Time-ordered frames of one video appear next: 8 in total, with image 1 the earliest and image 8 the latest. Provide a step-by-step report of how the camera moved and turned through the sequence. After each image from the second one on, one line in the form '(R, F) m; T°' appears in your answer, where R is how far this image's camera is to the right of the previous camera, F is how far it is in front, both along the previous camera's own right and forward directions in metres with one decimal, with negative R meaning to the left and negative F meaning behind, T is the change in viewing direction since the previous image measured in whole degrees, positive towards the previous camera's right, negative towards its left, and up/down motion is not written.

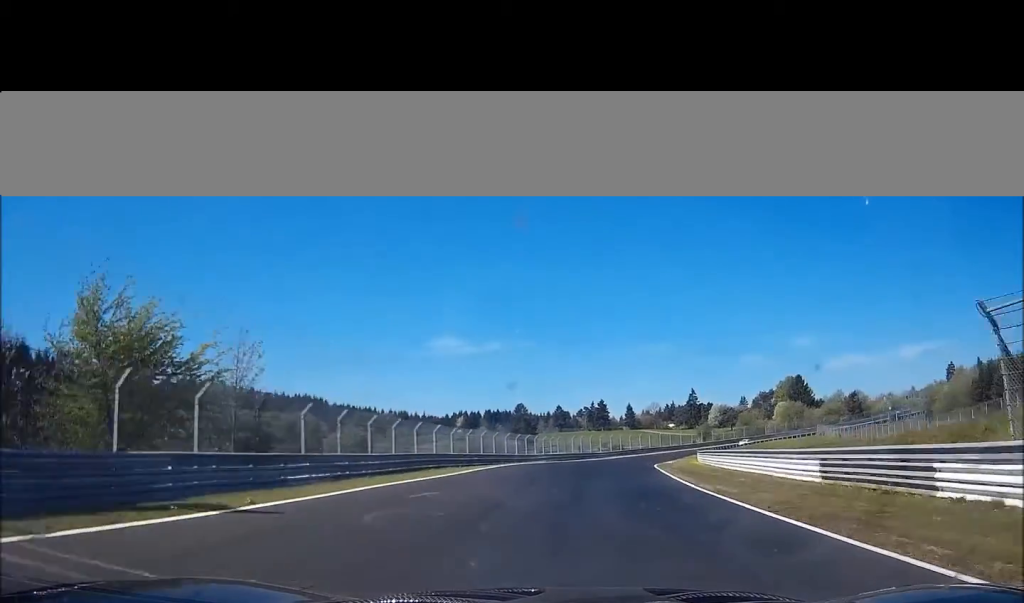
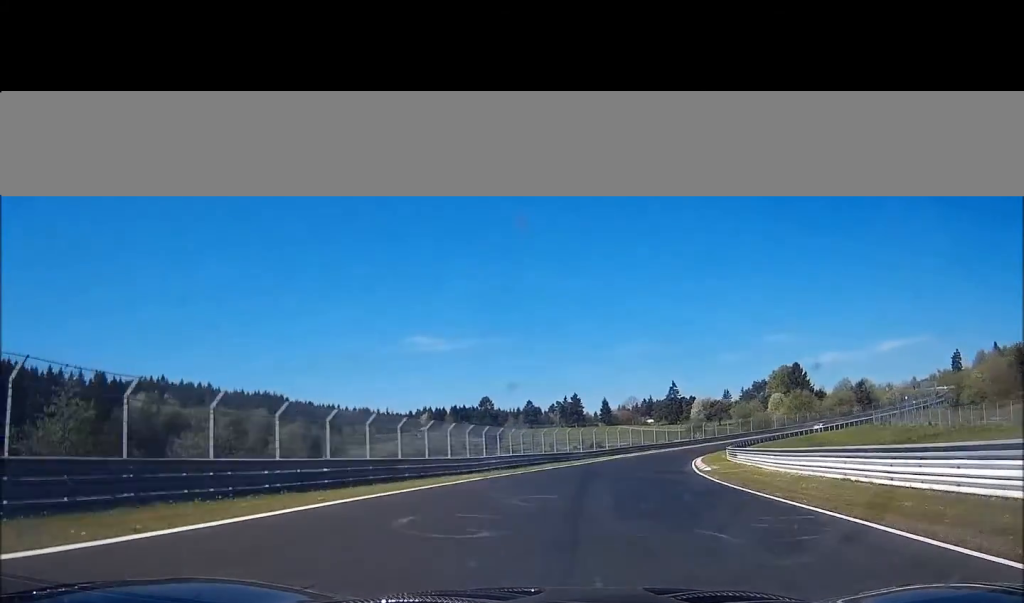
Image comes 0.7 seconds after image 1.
(+0.1, +25.7) m; +3°
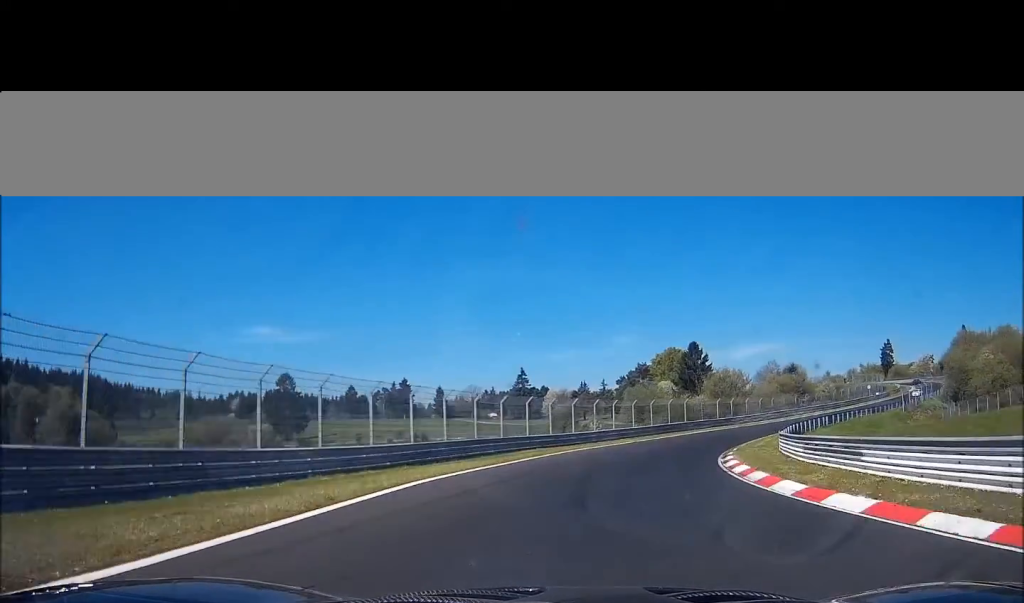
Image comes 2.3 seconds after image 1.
(+6.8, +54.0) m; +21°
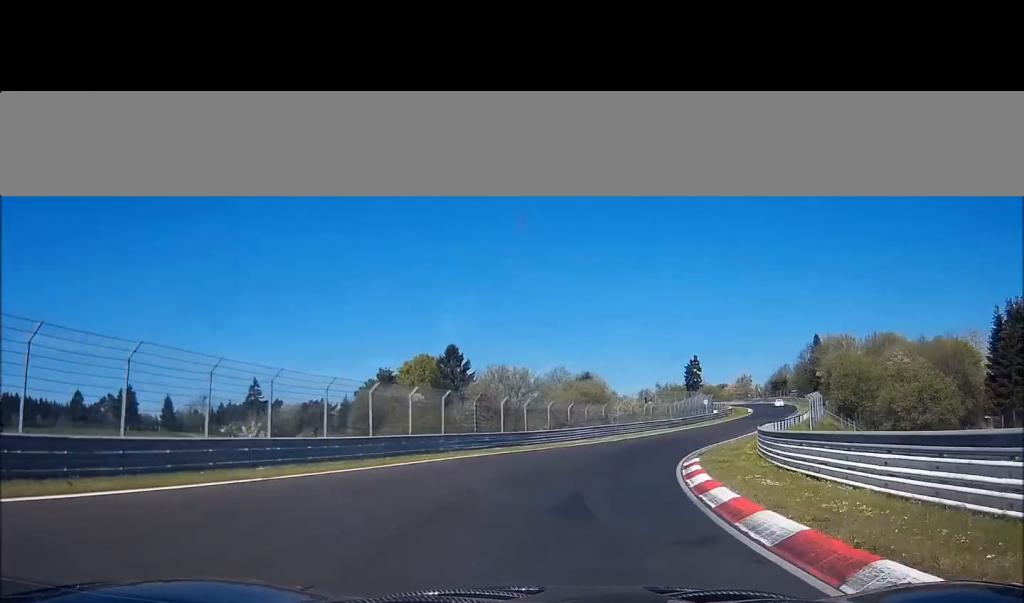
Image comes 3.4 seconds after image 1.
(+8.4, +35.8) m; +20°
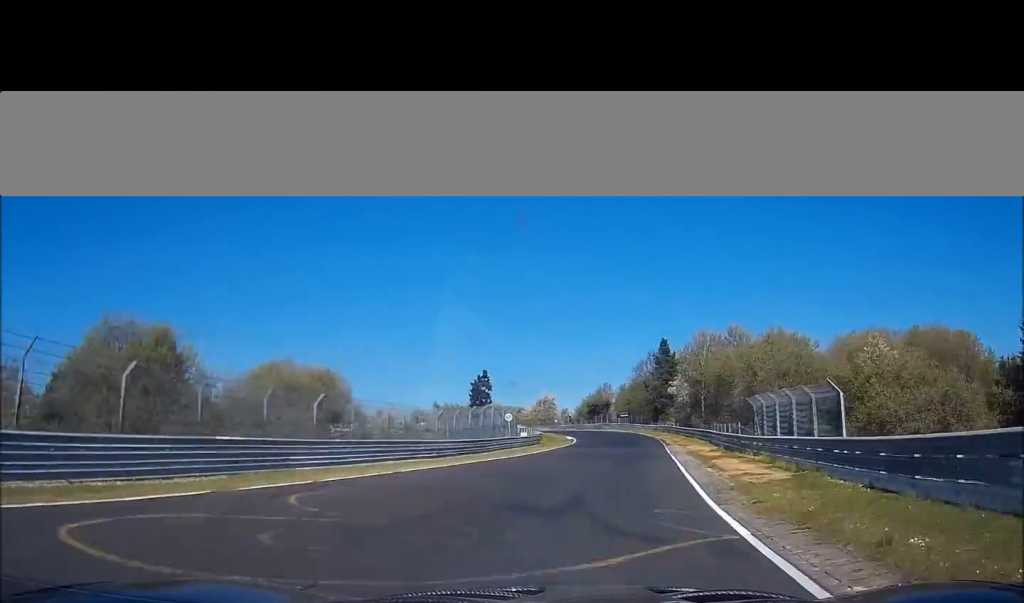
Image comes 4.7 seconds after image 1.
(+2.4, +42.0) m; +3°
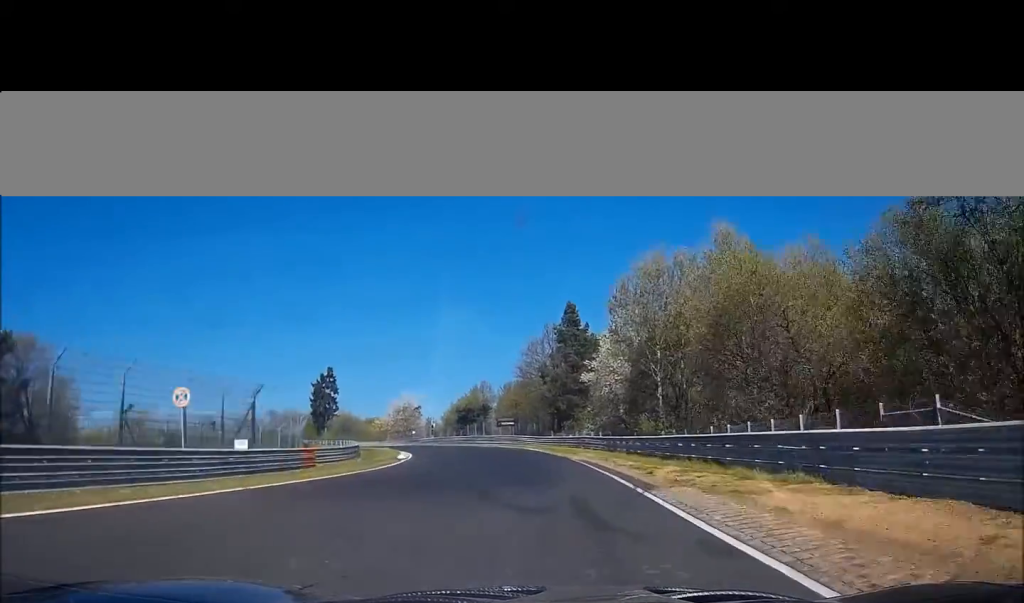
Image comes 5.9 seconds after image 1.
(+0.5, +39.0) m; +2°
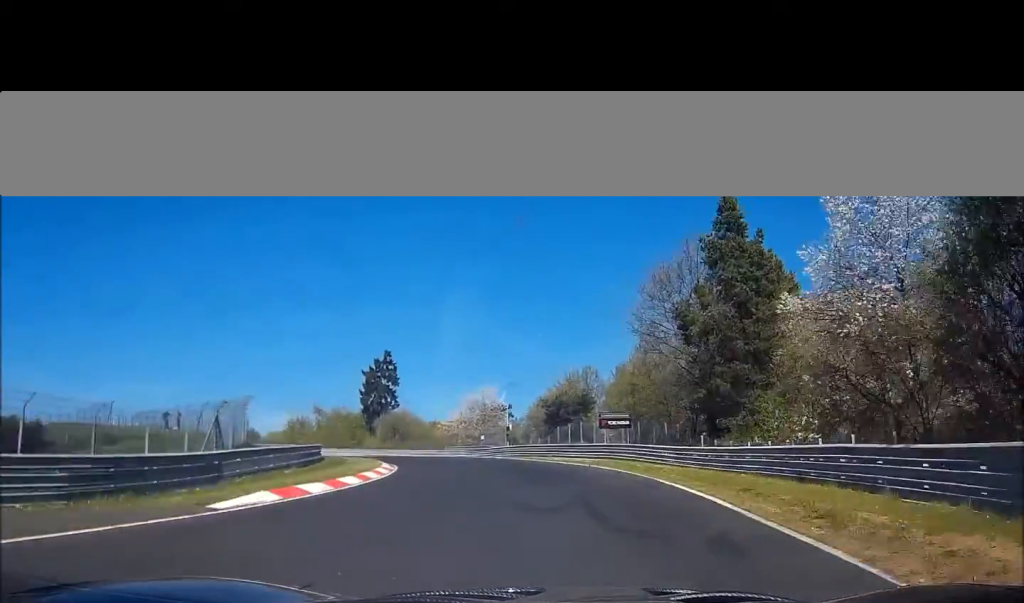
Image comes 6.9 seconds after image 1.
(+0.4, +32.3) m; -5°
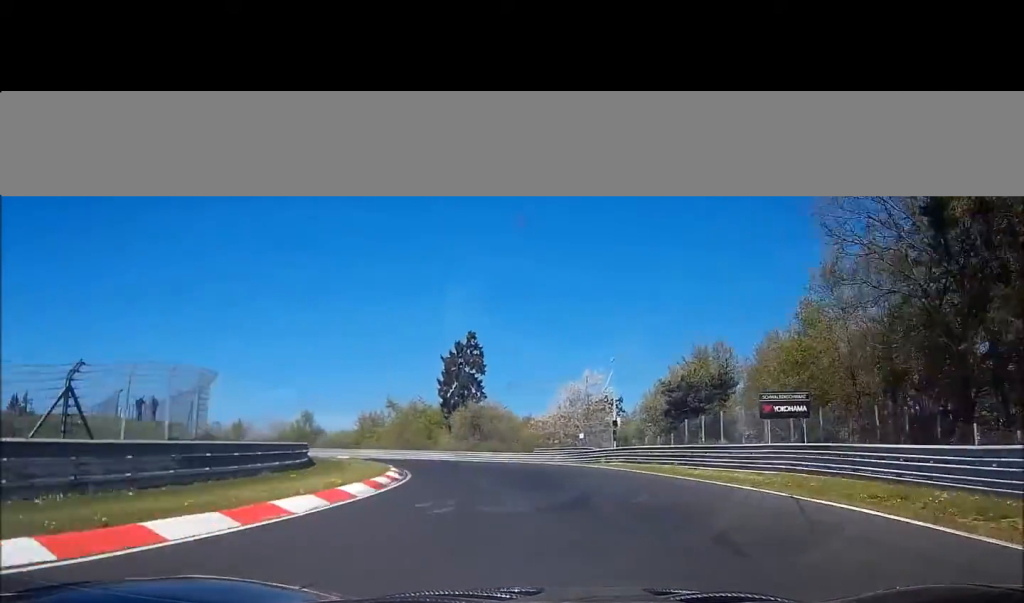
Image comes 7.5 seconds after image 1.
(-0.5, +17.8) m; -8°
